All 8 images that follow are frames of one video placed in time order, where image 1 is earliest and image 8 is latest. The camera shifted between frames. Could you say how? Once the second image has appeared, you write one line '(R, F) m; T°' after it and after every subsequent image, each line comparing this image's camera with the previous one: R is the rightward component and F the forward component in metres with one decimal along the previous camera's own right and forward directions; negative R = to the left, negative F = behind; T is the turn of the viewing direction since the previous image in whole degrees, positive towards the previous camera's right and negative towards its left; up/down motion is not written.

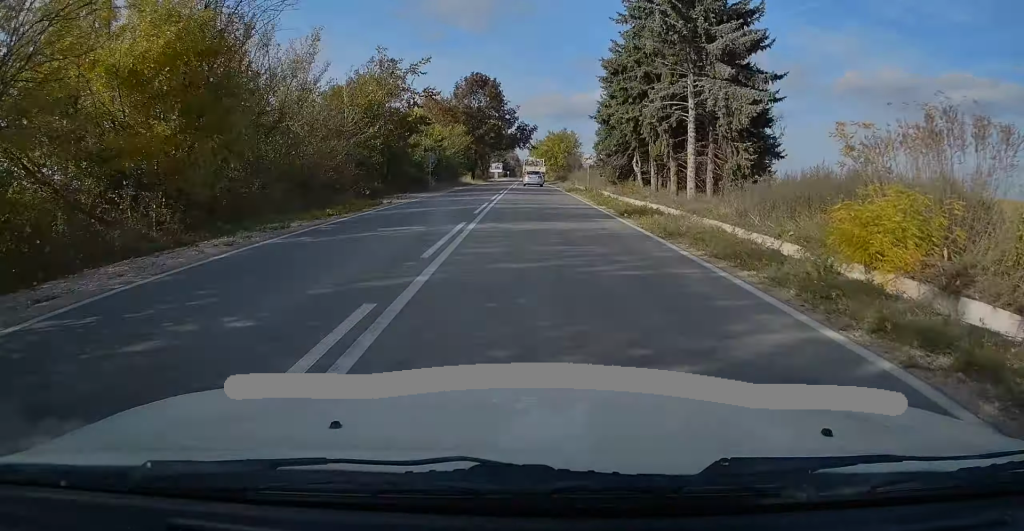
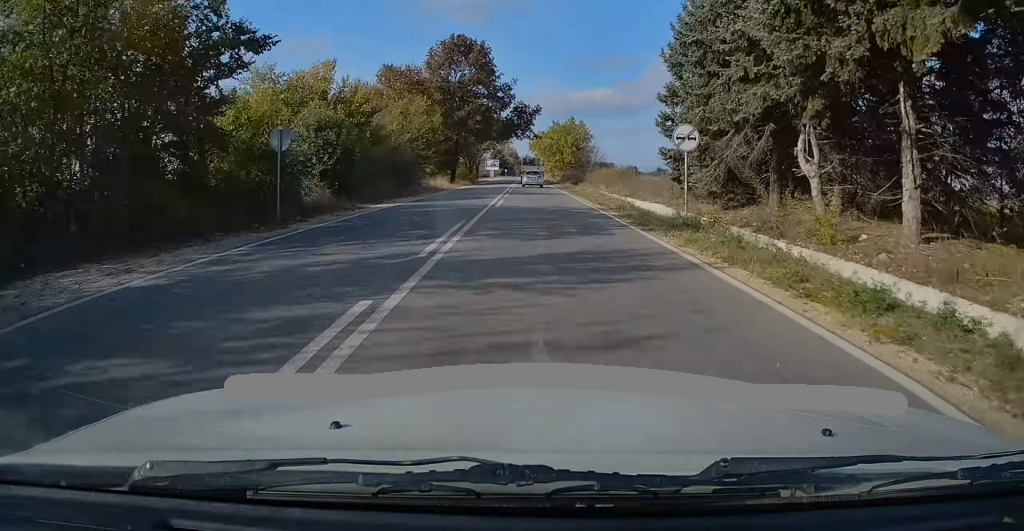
(0.0, +26.3) m; 0°
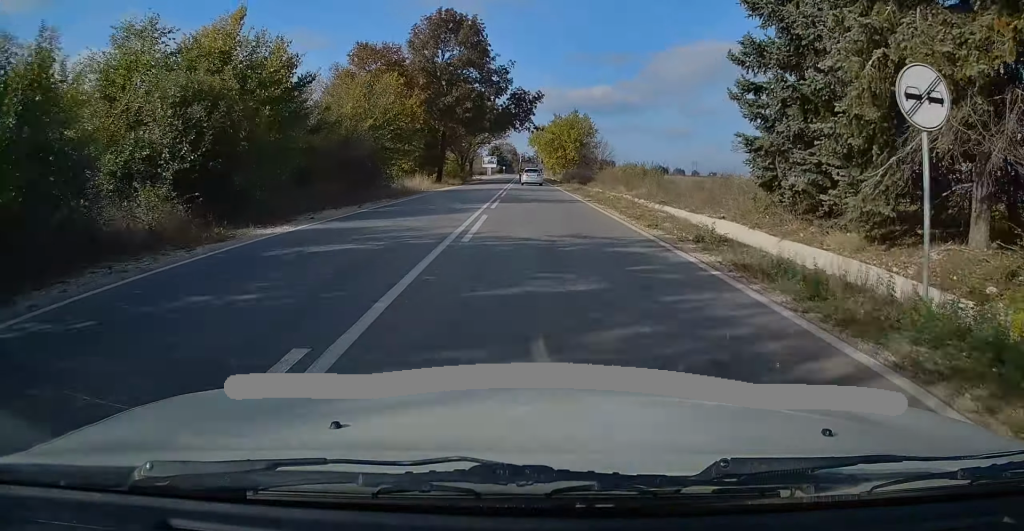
(-0.2, +10.4) m; 0°
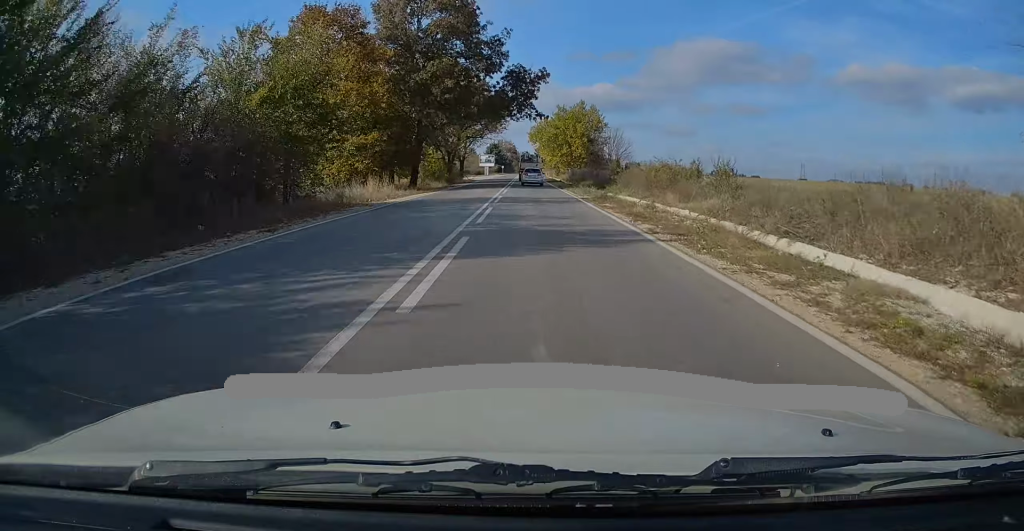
(+0.2, +14.0) m; 0°
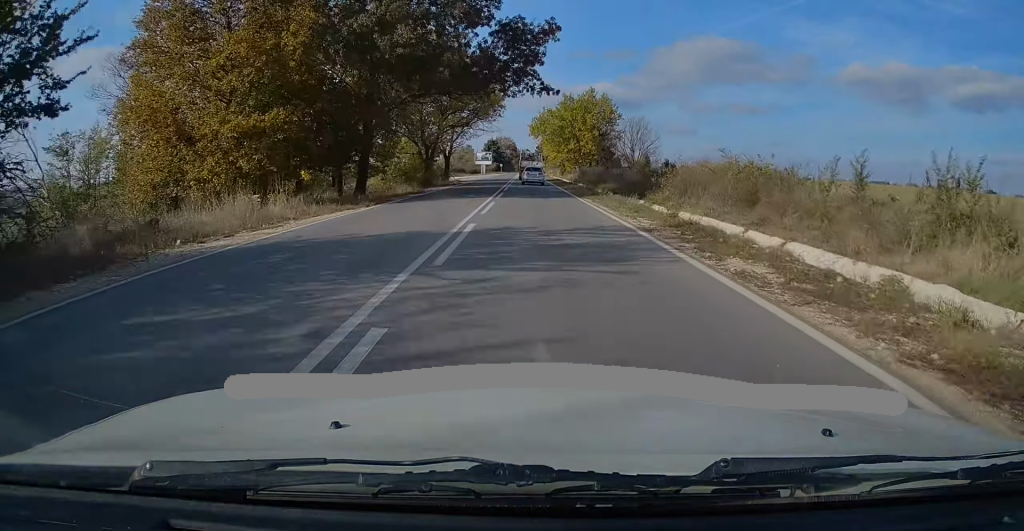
(0.0, +15.5) m; 0°
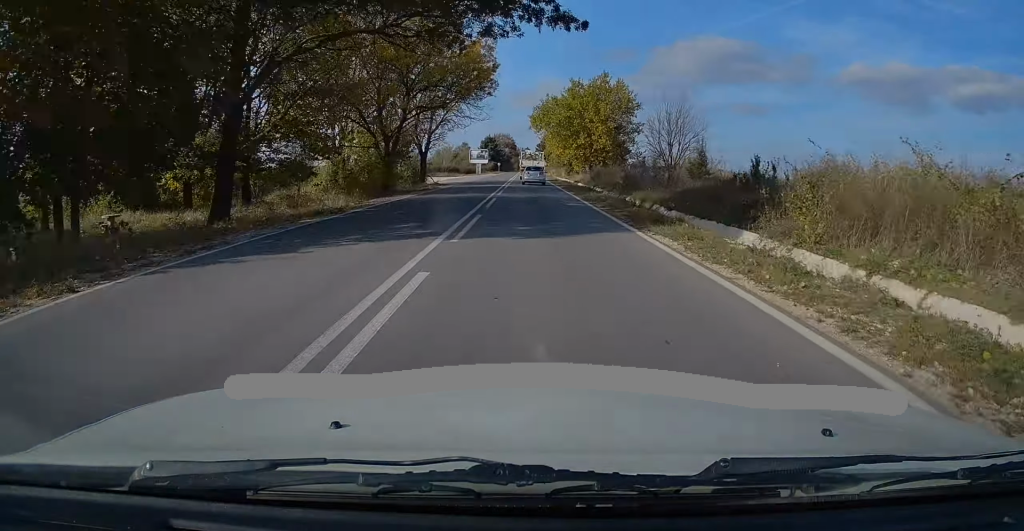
(-0.1, +15.5) m; 0°
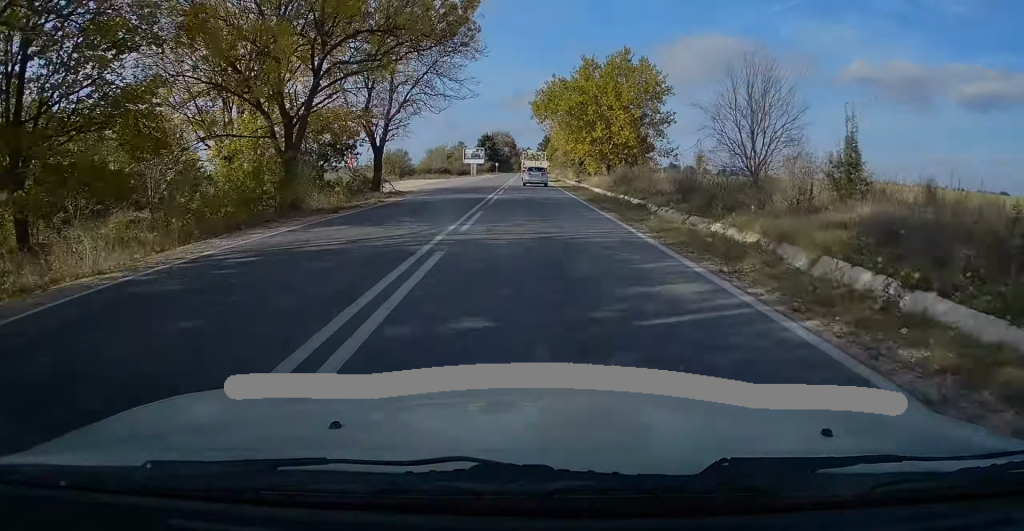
(+0.2, +16.1) m; 0°
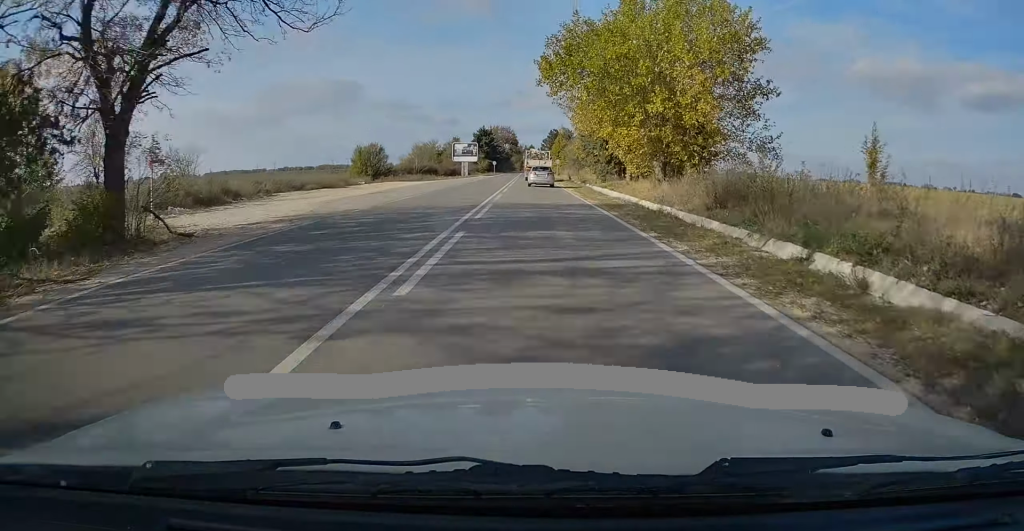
(-0.3, +24.0) m; 0°
